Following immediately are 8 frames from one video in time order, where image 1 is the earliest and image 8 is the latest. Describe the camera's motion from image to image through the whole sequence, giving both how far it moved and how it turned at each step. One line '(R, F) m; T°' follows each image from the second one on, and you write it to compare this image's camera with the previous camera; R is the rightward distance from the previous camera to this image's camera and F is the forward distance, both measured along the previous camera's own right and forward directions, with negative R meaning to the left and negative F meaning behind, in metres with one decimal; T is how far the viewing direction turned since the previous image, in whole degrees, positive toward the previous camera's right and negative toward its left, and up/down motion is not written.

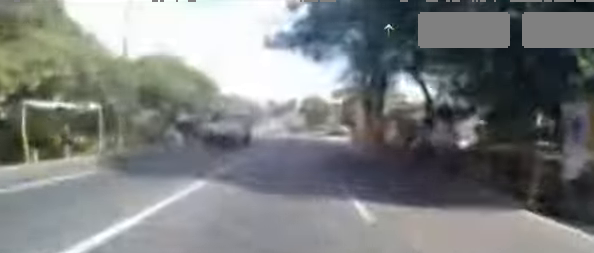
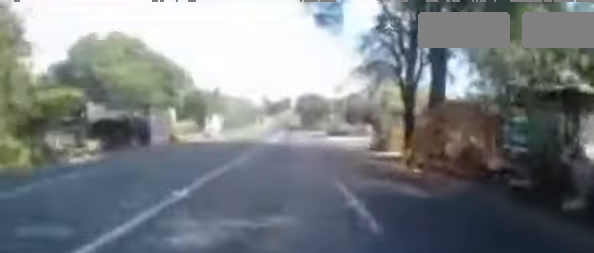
(-0.1, +9.5) m; 0°
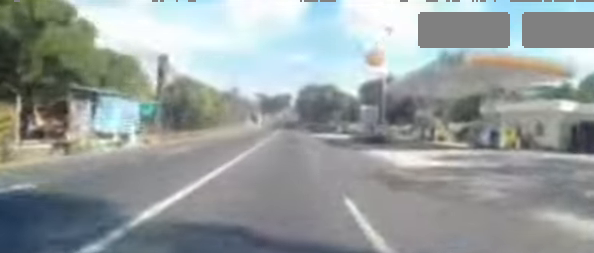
(0.0, +18.9) m; +1°
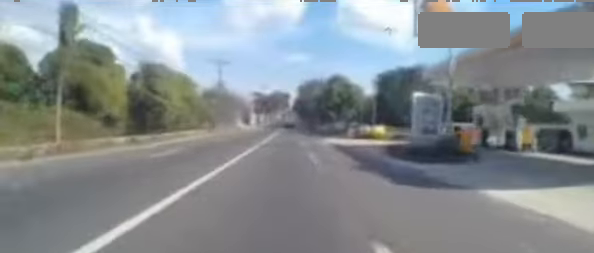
(0.0, +10.5) m; +2°
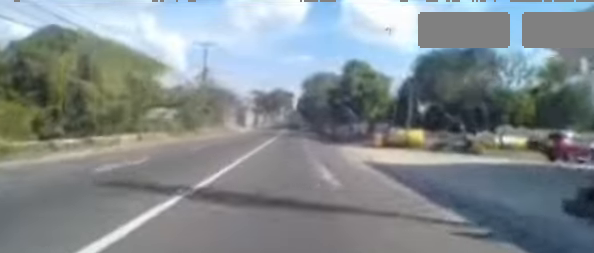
(+0.4, +11.4) m; 0°
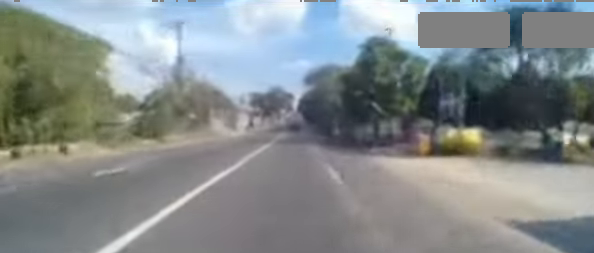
(-0.2, +9.3) m; -2°
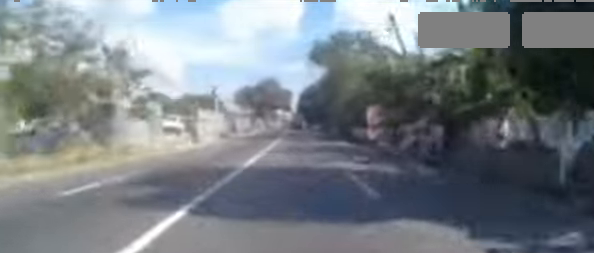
(-0.6, +19.7) m; -3°
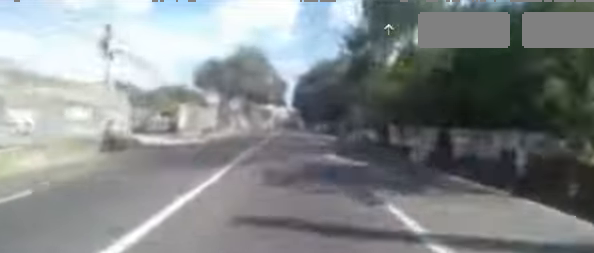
(+0.2, +21.6) m; +1°
